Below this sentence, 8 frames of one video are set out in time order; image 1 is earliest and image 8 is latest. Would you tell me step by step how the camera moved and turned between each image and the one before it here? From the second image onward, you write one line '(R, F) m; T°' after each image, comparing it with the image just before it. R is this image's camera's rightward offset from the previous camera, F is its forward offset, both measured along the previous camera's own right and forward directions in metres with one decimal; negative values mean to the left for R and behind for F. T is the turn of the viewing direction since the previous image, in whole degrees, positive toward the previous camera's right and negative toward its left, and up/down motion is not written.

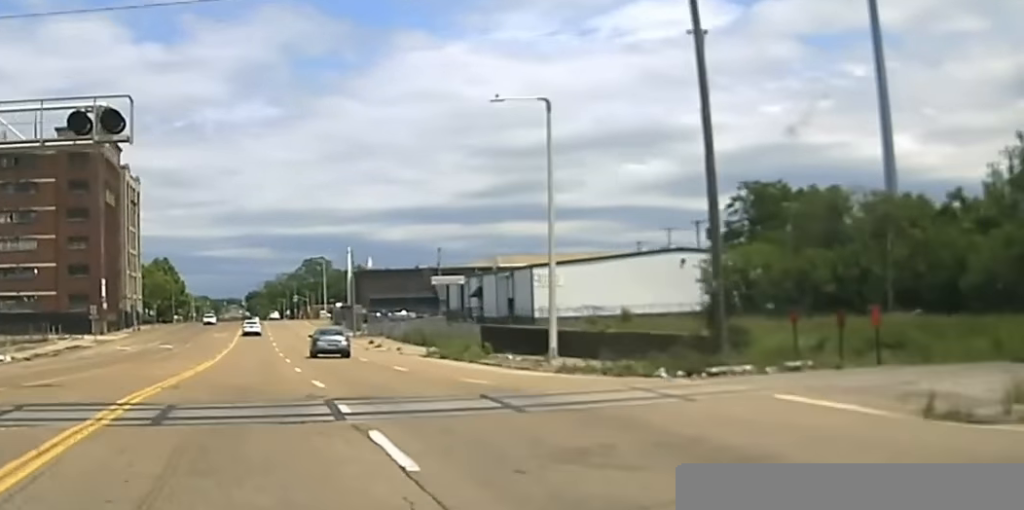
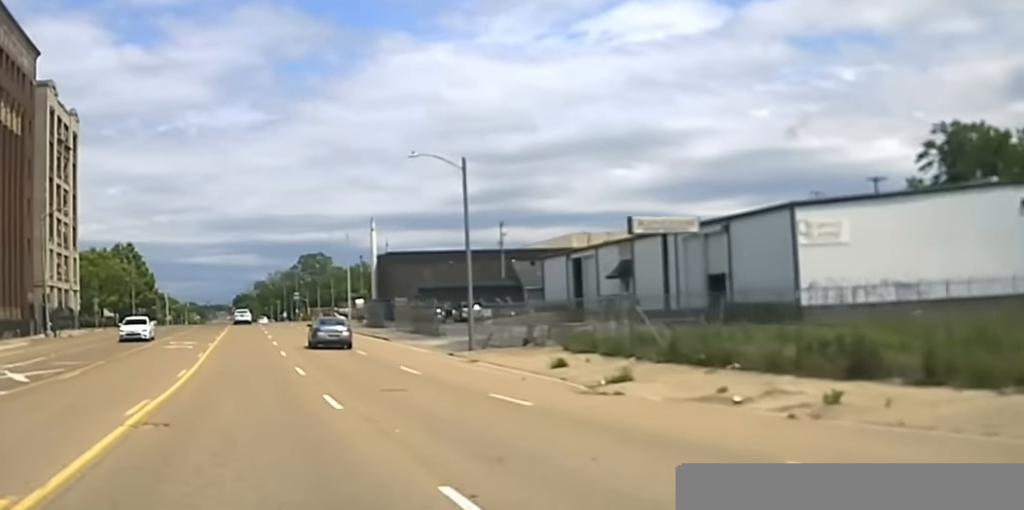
(+1.8, +66.9) m; +3°
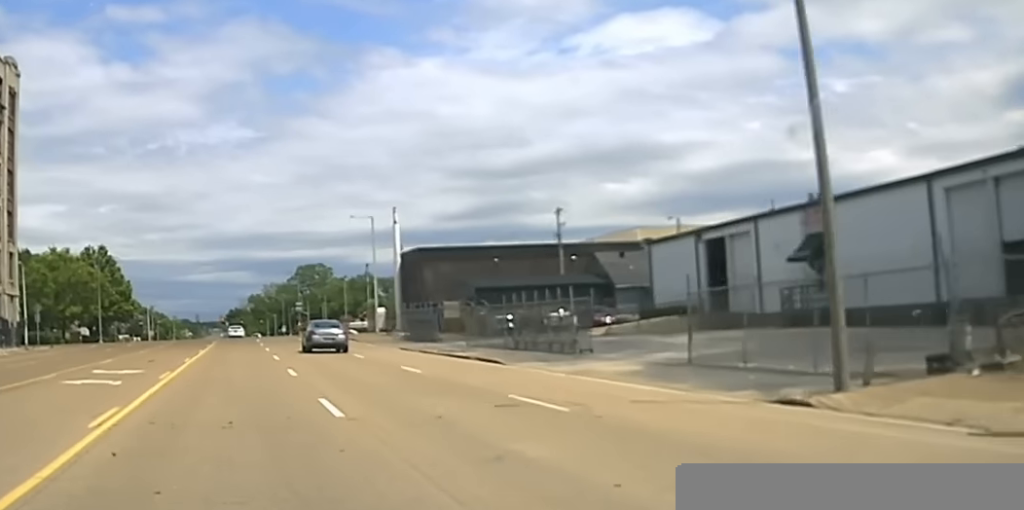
(-0.3, +26.0) m; -1°
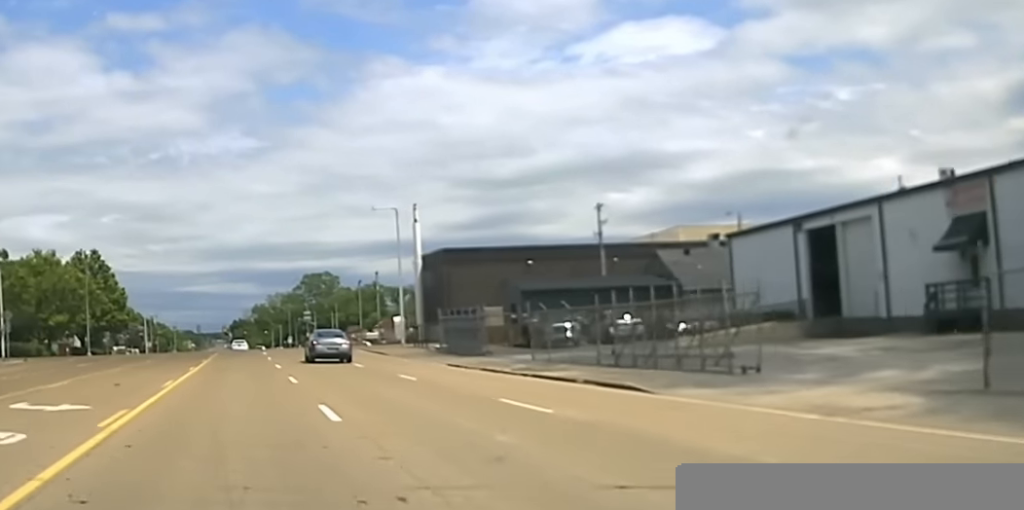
(0.0, +9.6) m; 0°
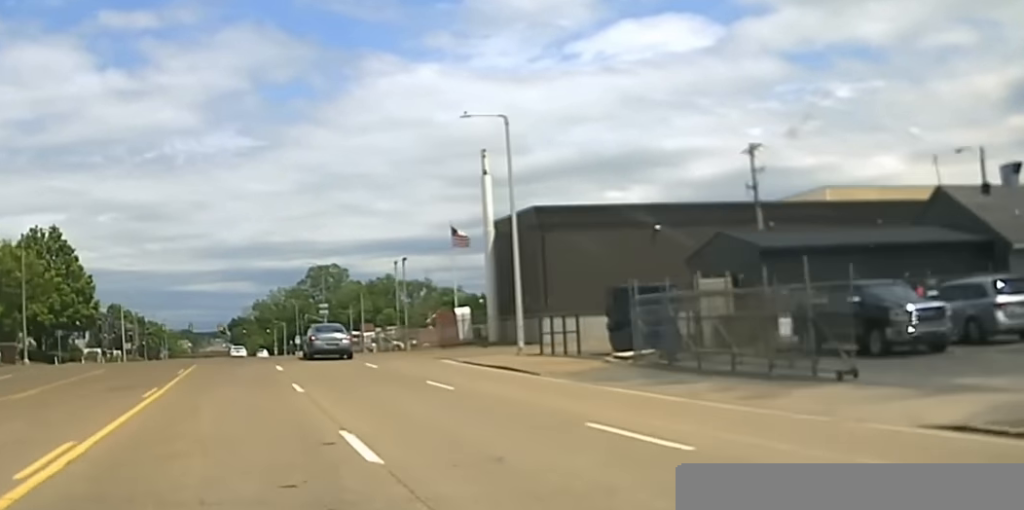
(+0.1, +22.9) m; -1°
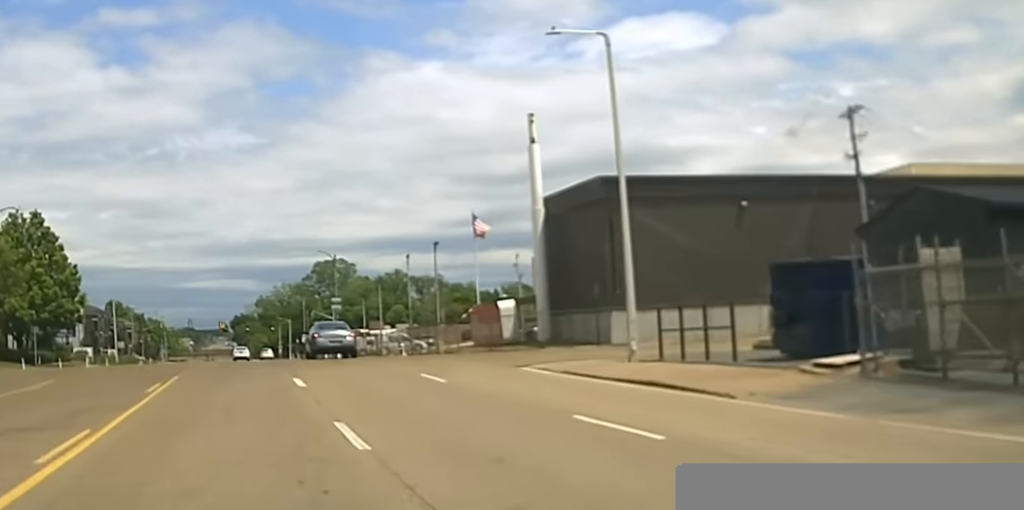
(-0.1, +8.5) m; 0°
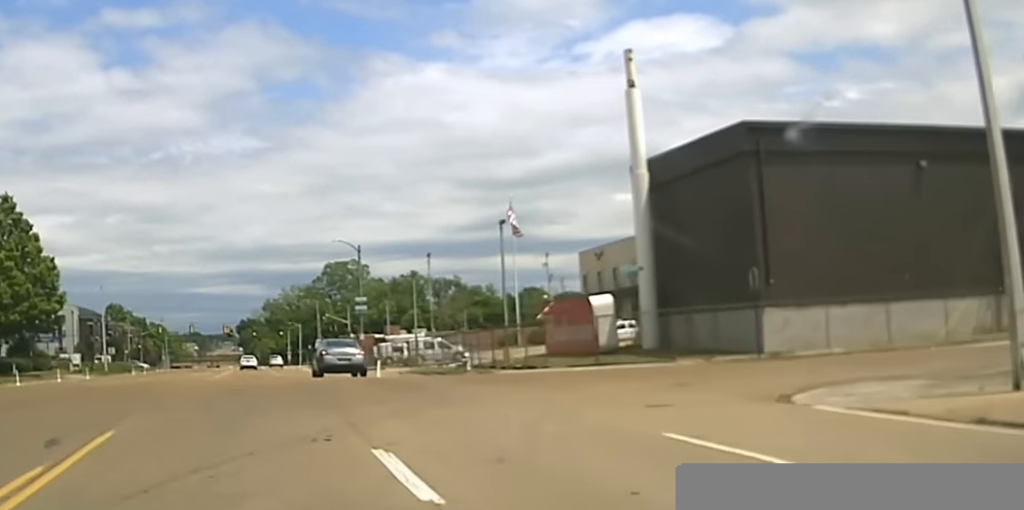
(0.0, +15.2) m; 0°
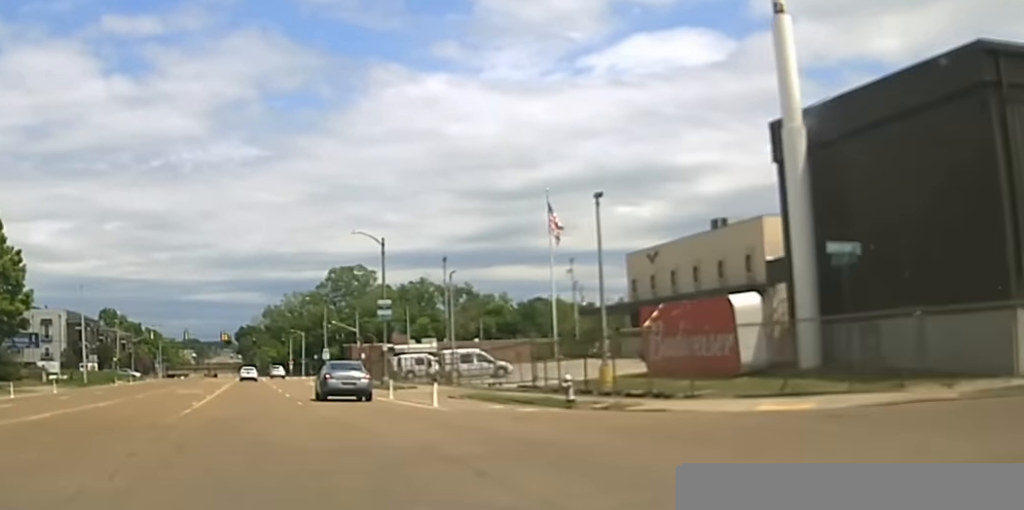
(+0.3, +13.3) m; 0°
